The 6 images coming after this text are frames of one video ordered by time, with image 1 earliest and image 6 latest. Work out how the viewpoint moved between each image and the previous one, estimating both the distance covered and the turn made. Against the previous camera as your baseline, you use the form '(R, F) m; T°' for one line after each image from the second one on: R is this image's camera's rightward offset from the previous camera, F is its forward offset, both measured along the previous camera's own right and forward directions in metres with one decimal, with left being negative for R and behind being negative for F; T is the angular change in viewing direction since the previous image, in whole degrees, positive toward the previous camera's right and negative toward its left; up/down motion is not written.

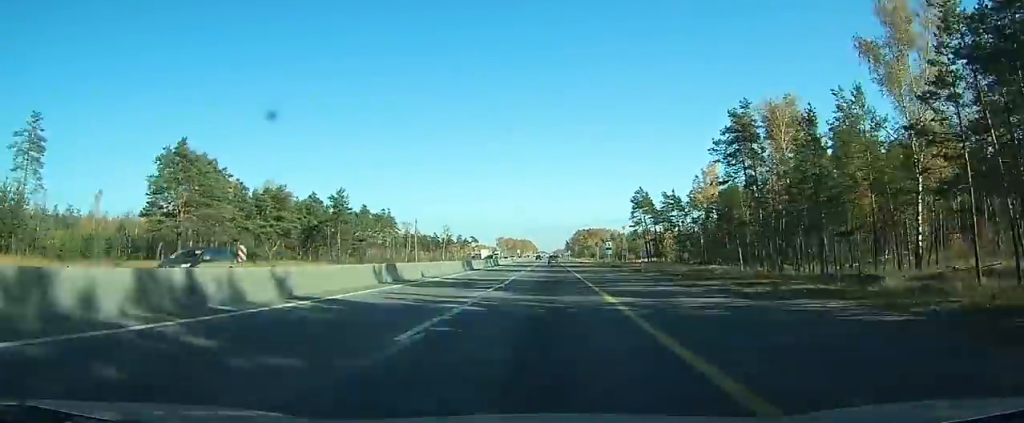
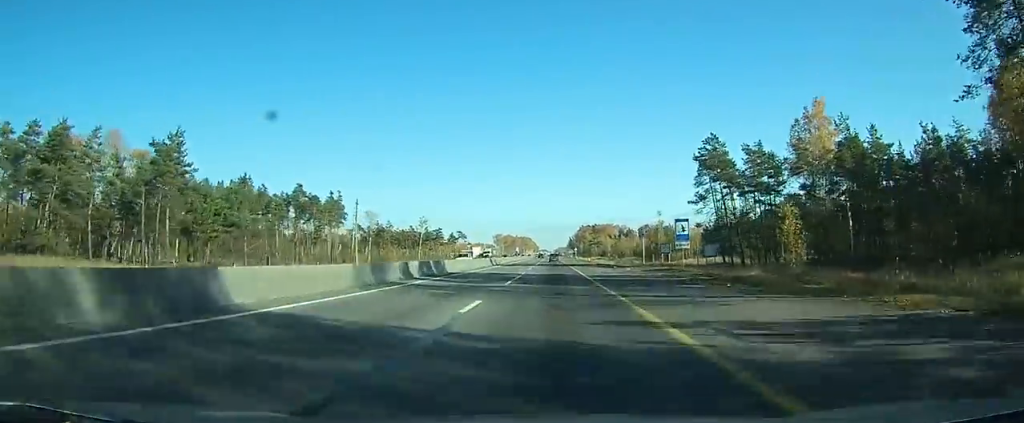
(+0.1, +44.5) m; 0°
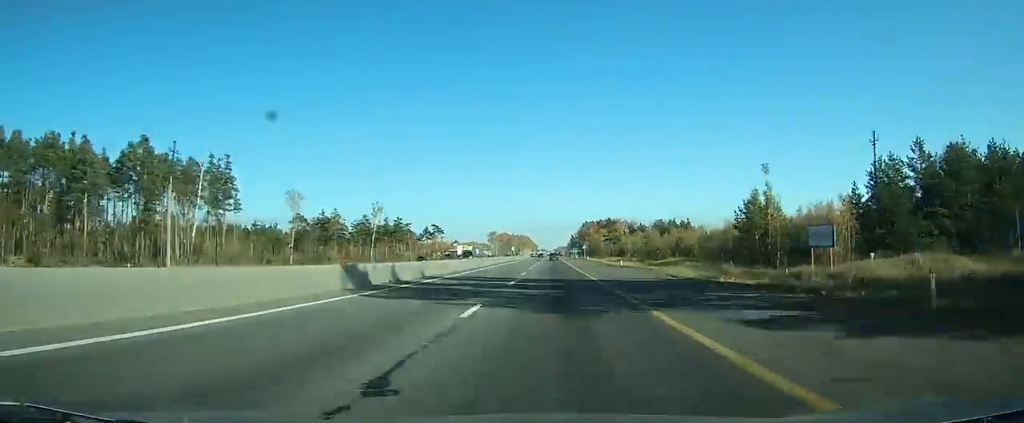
(-0.3, +48.1) m; 0°
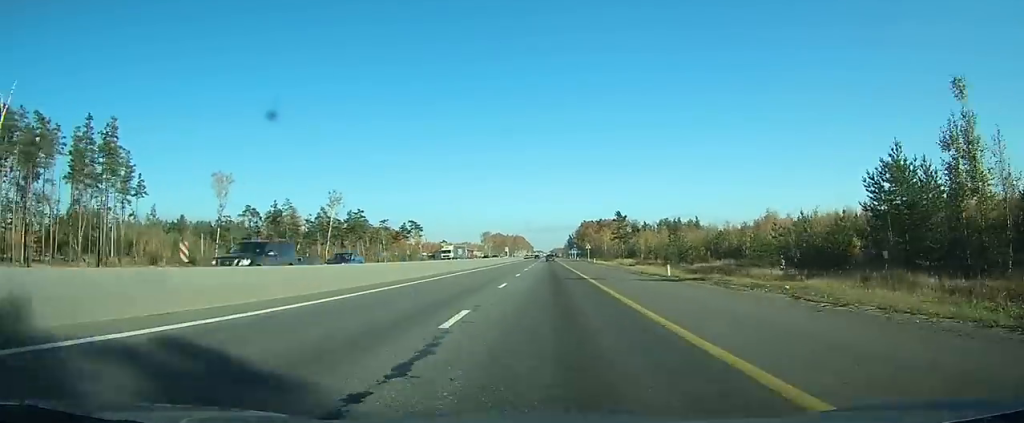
(+0.1, +25.1) m; 0°
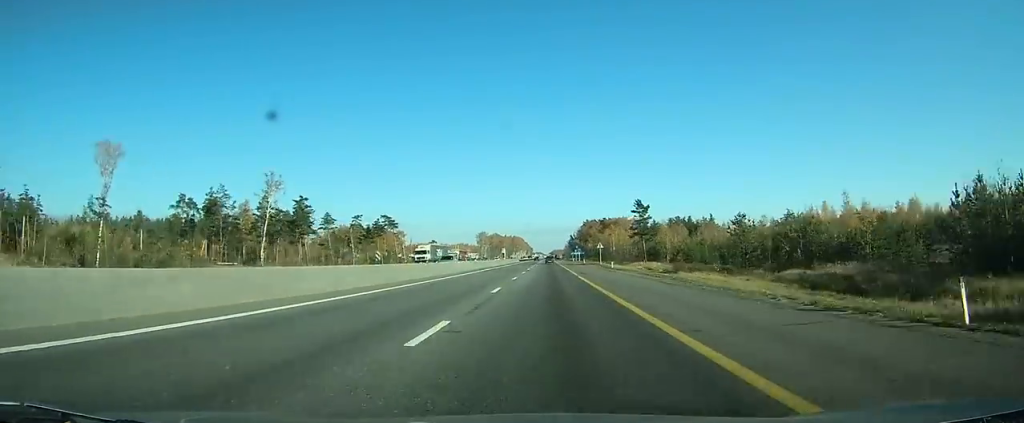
(+0.1, +25.3) m; 0°
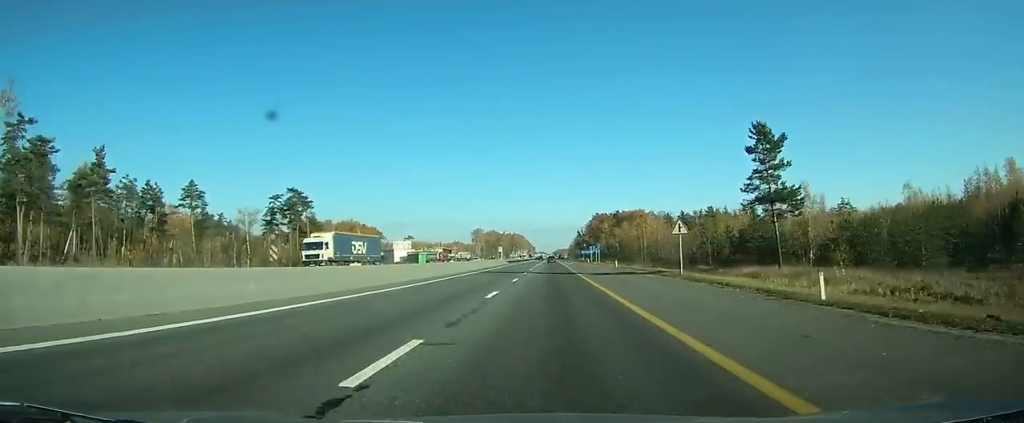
(-0.1, +53.0) m; 0°
